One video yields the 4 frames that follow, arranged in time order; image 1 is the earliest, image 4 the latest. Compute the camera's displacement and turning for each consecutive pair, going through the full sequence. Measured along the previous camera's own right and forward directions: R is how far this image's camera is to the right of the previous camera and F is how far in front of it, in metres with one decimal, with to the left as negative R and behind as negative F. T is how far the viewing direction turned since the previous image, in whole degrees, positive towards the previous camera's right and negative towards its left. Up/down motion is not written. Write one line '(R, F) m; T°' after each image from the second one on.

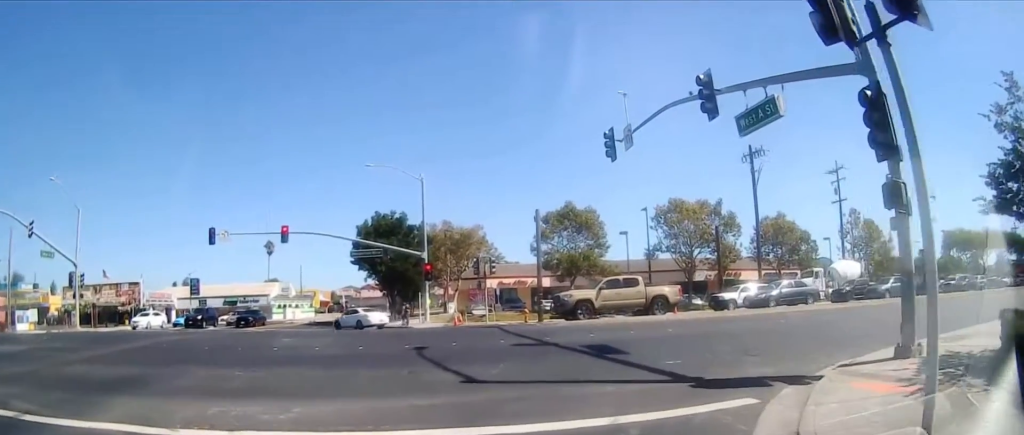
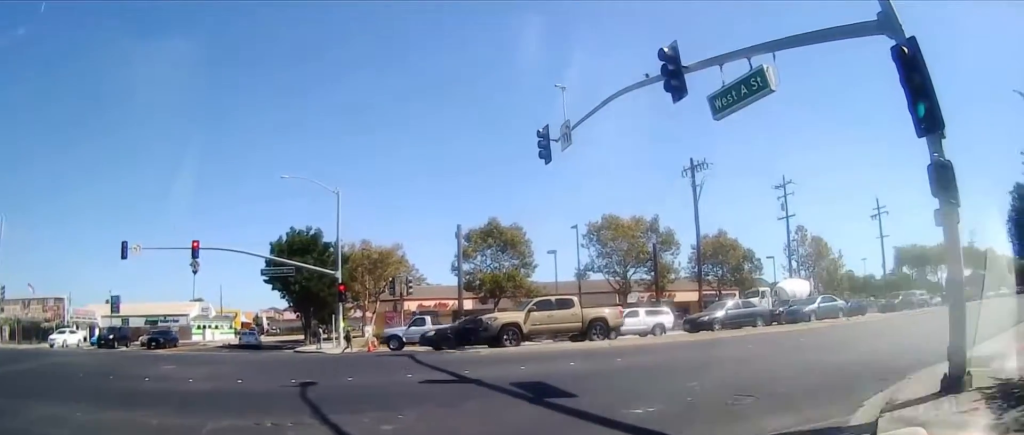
(+0.9, +7.2) m; +18°
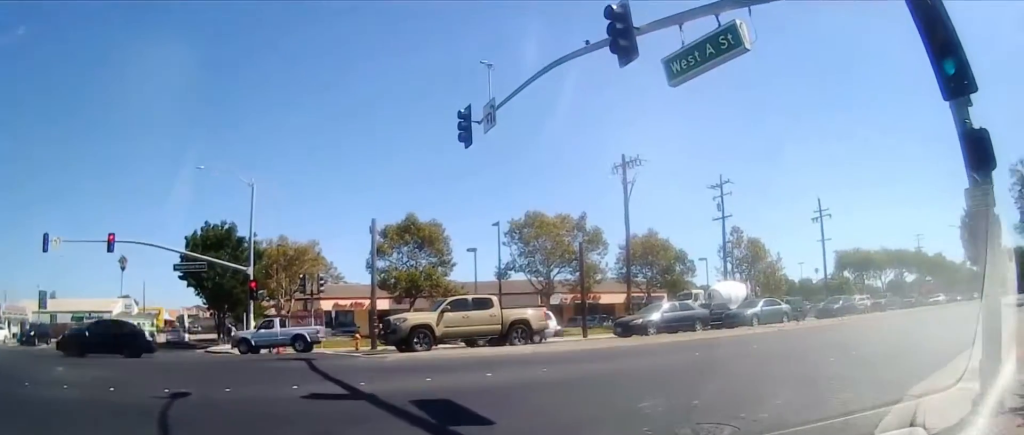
(+0.2, +2.1) m; +11°
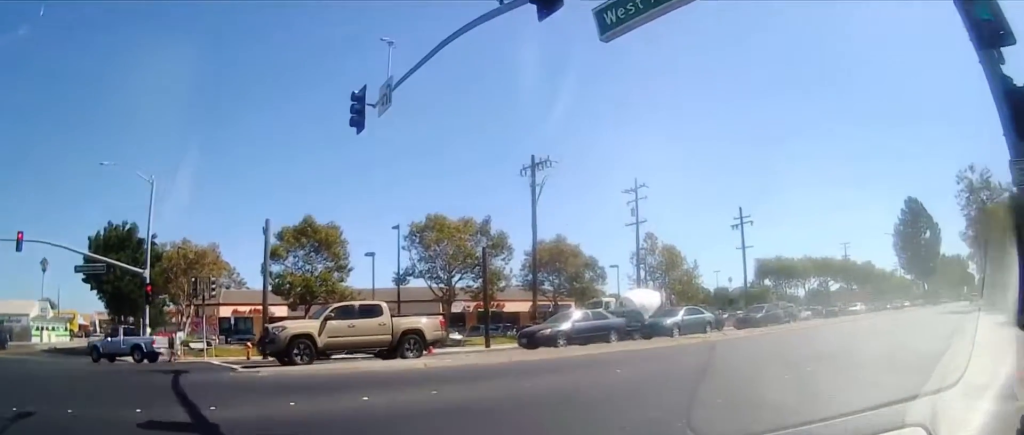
(0.0, +1.5) m; +9°
